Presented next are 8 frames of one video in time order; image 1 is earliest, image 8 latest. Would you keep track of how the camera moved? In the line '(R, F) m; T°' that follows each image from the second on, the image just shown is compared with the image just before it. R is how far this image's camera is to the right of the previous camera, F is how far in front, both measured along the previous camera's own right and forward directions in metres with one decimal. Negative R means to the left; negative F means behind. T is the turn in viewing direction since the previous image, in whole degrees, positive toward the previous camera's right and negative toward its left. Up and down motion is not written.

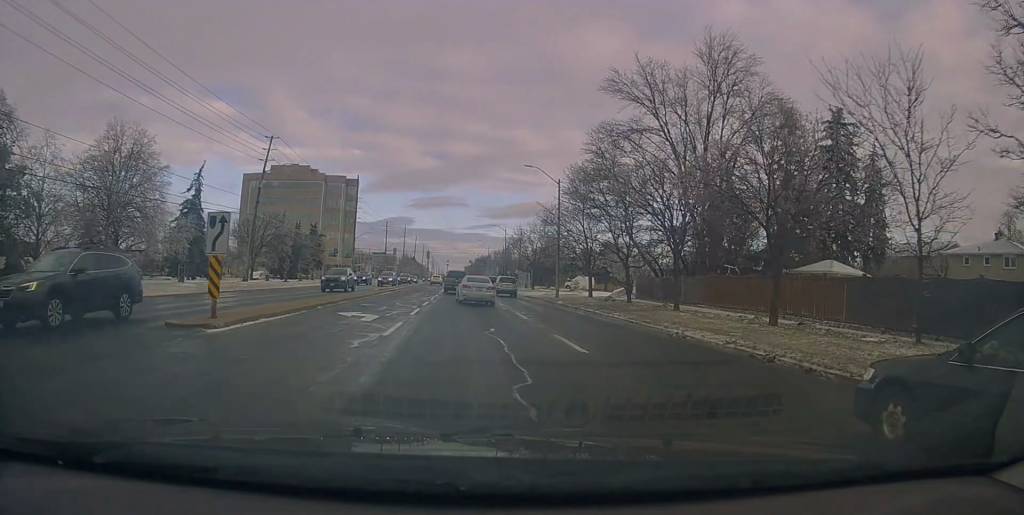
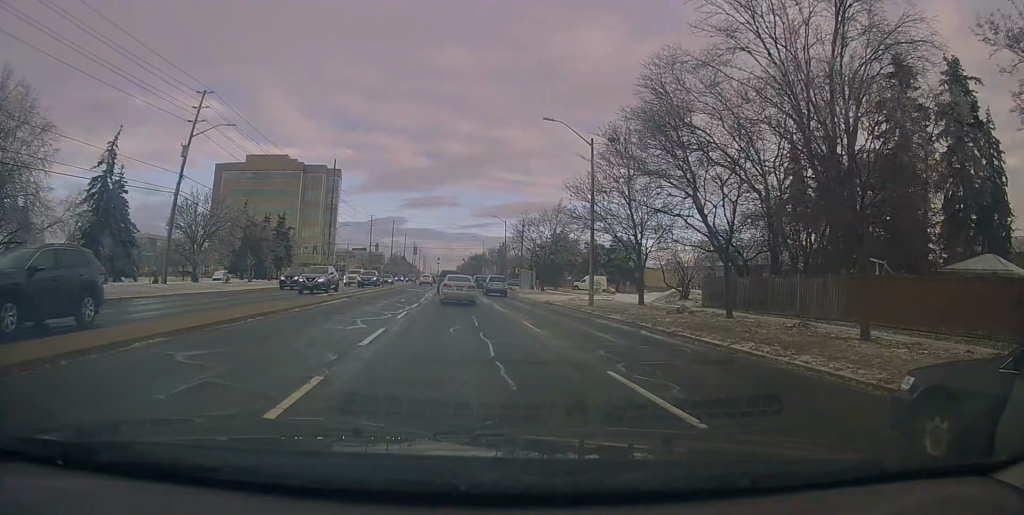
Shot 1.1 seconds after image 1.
(+0.2, +15.2) m; 0°
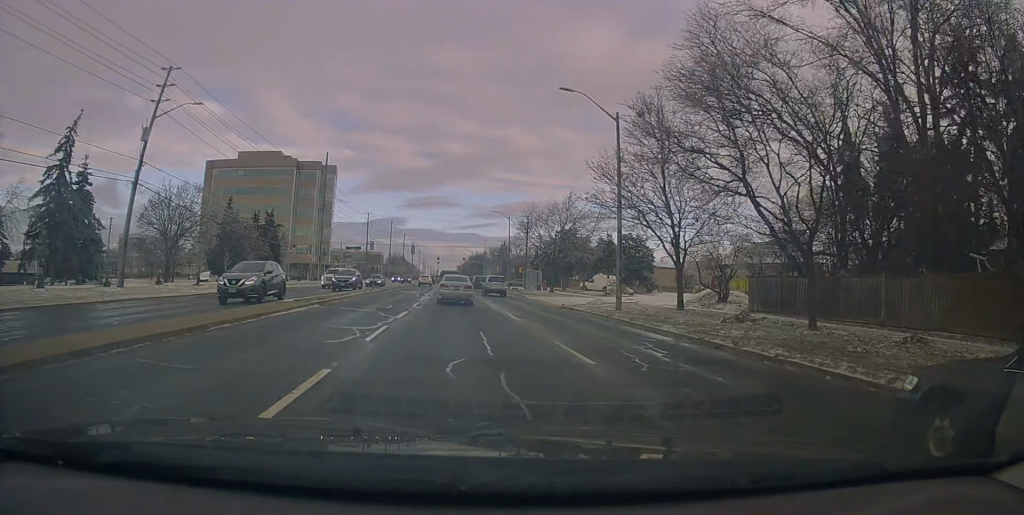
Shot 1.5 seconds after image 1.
(0.0, +5.5) m; 0°
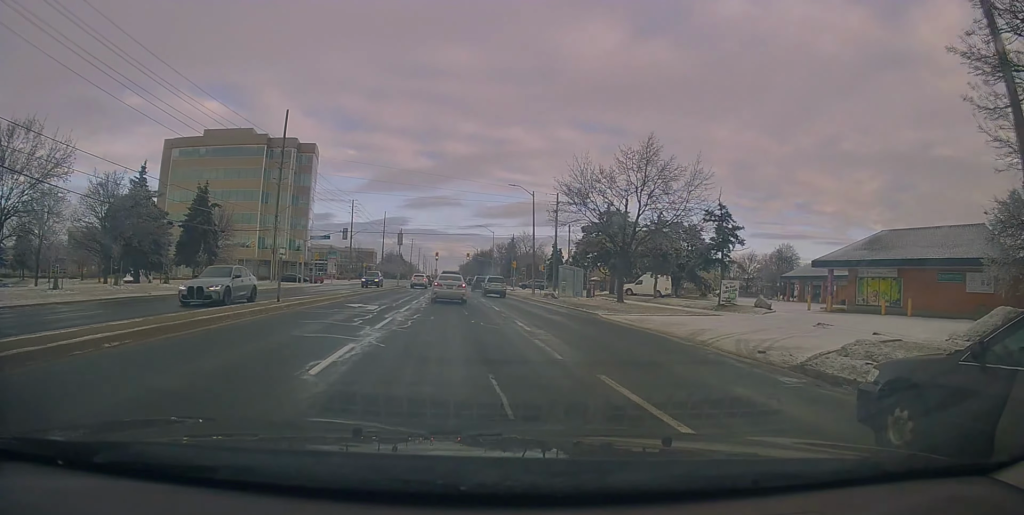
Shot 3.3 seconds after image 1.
(-0.1, +23.0) m; 0°
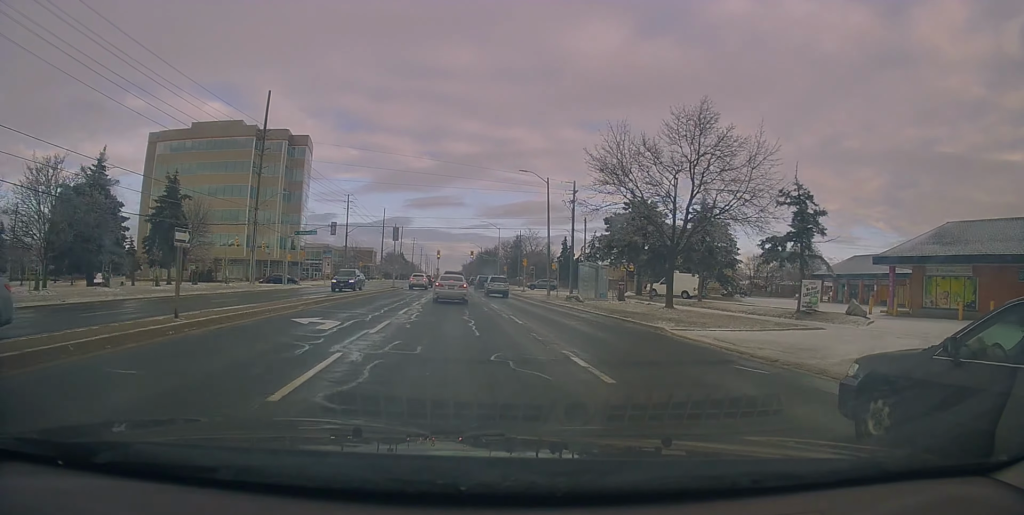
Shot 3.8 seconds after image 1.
(0.0, +7.7) m; +1°
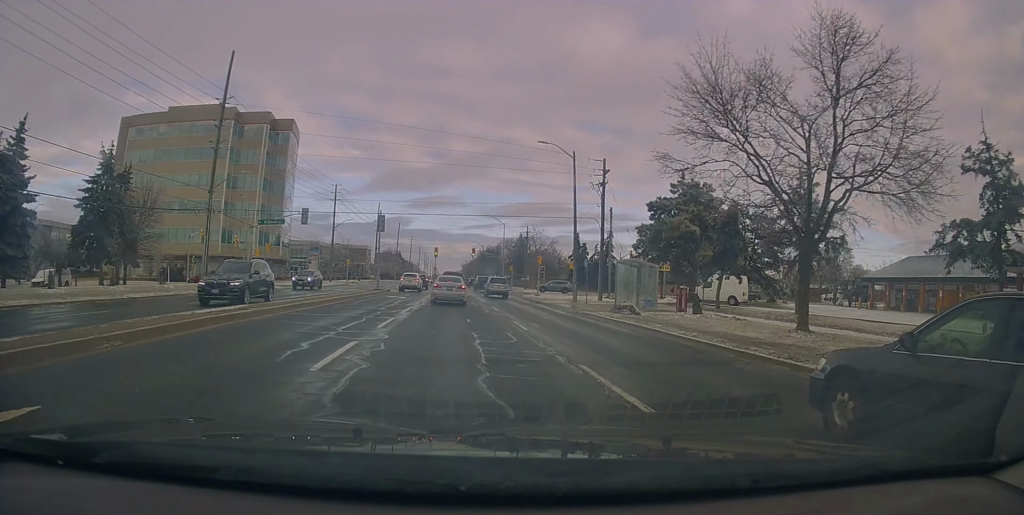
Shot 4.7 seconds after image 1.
(+0.1, +11.1) m; 0°
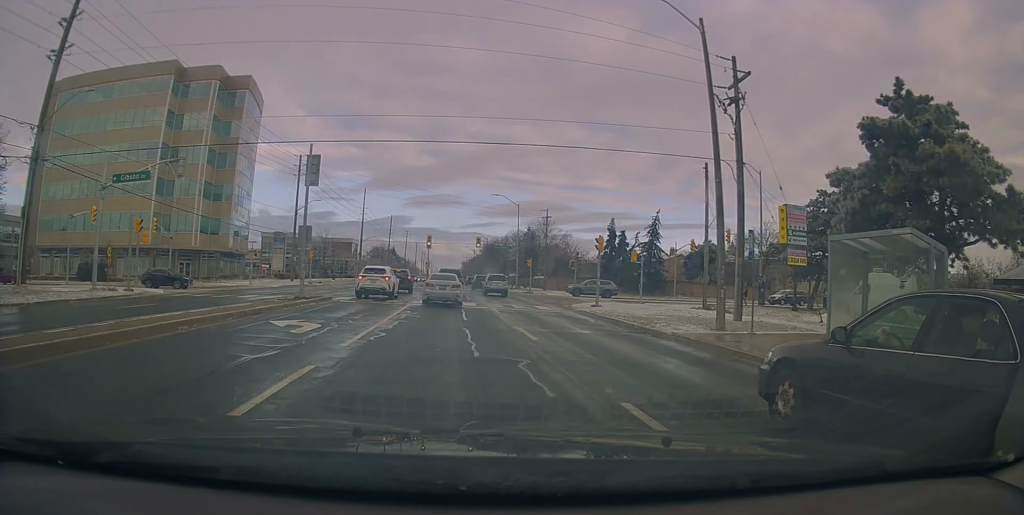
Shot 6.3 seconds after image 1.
(-0.7, +21.4) m; -3°
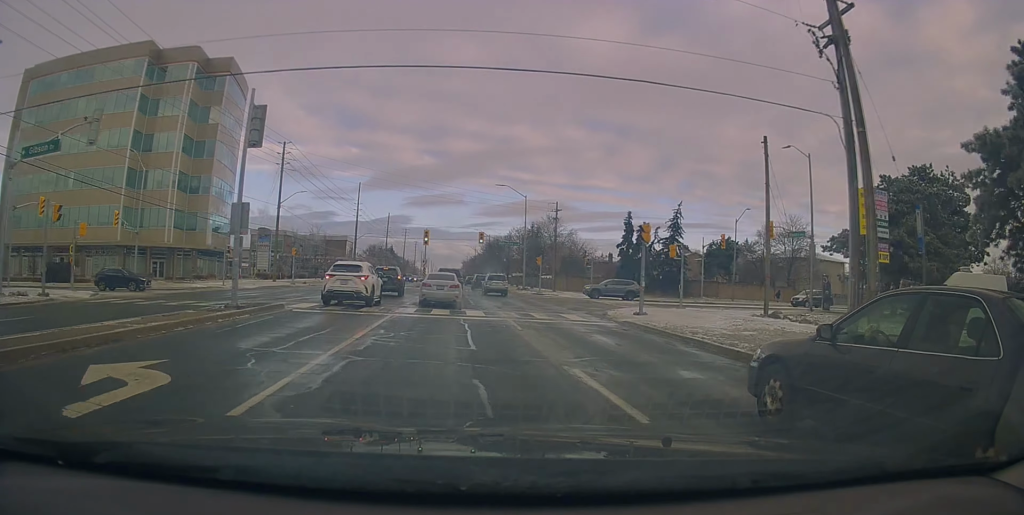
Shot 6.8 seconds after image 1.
(+0.2, +7.1) m; +2°
